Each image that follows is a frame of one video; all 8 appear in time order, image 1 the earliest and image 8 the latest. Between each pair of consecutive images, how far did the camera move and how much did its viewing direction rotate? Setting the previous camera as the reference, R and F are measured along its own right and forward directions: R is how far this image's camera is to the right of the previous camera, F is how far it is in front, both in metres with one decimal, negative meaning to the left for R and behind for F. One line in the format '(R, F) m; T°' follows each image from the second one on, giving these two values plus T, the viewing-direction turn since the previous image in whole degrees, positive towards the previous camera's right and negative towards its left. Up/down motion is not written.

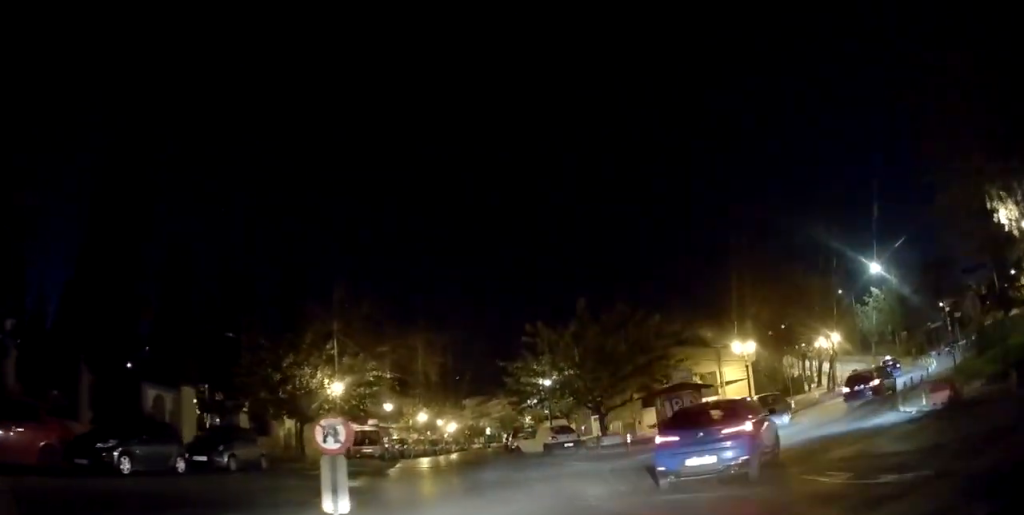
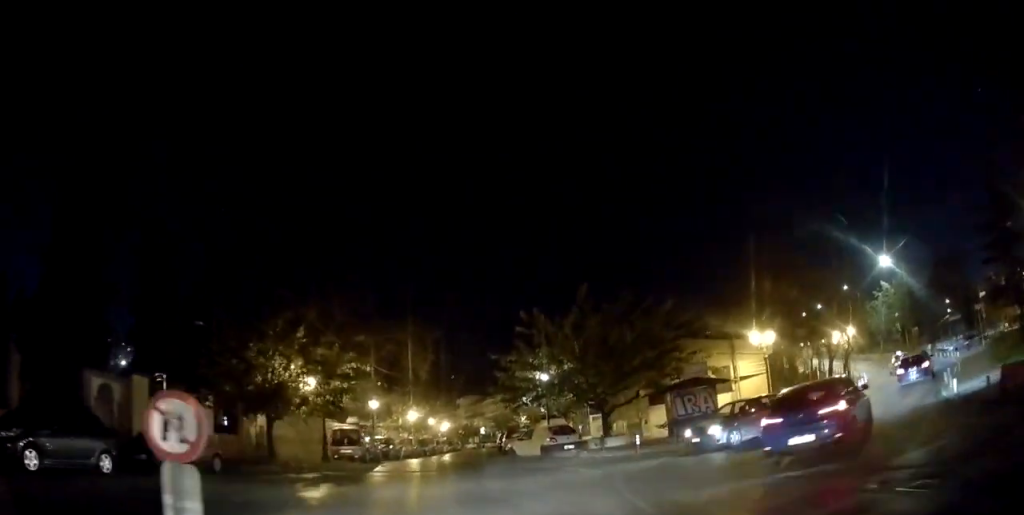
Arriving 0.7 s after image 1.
(+0.2, +3.0) m; -8°
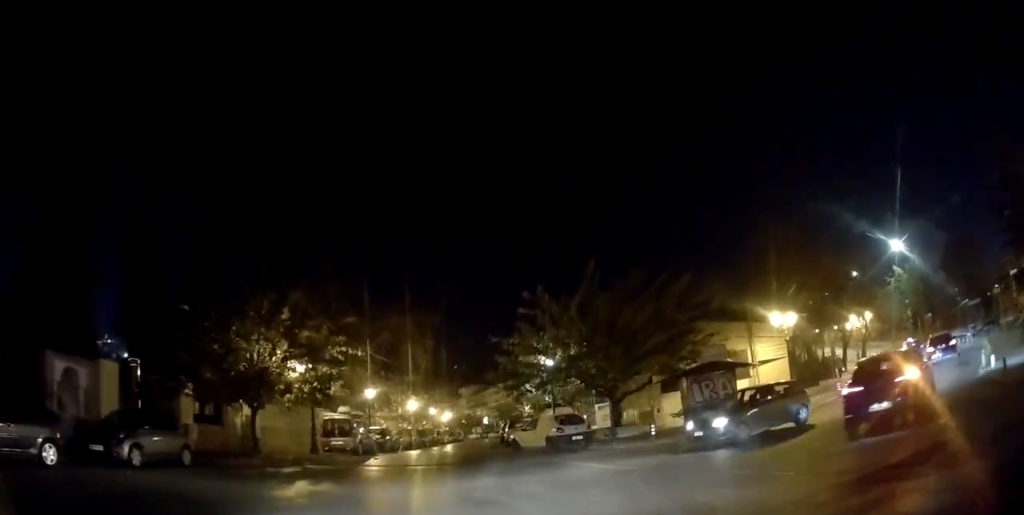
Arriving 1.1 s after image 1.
(+0.2, +1.8) m; -4°
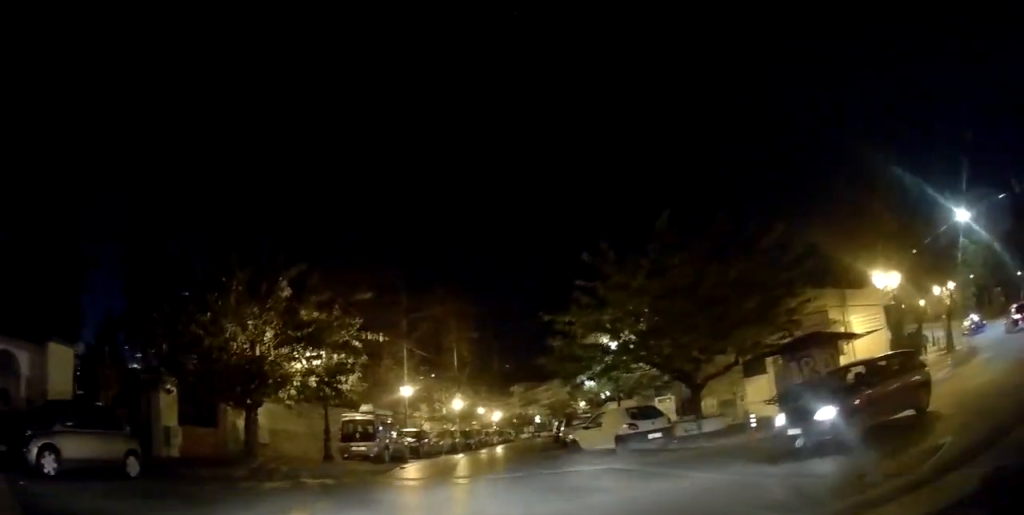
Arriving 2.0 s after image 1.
(-1.0, +4.3) m; -3°
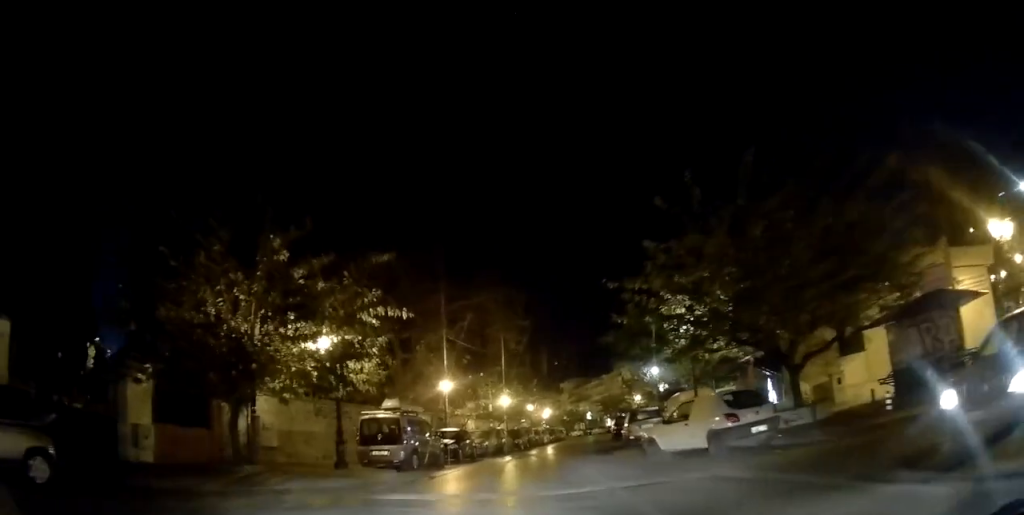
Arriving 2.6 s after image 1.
(+0.5, +3.7) m; +4°
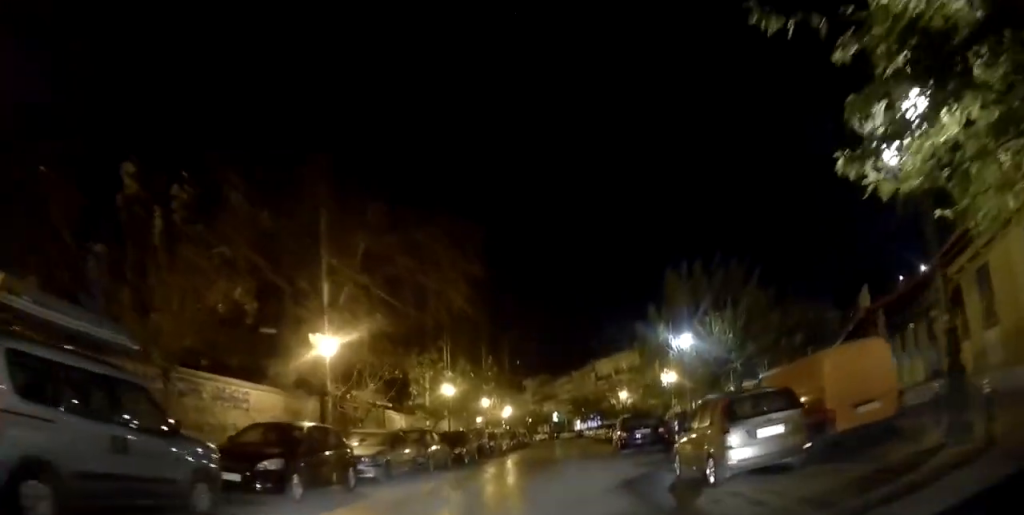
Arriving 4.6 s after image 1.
(+1.4, +13.2) m; +9°
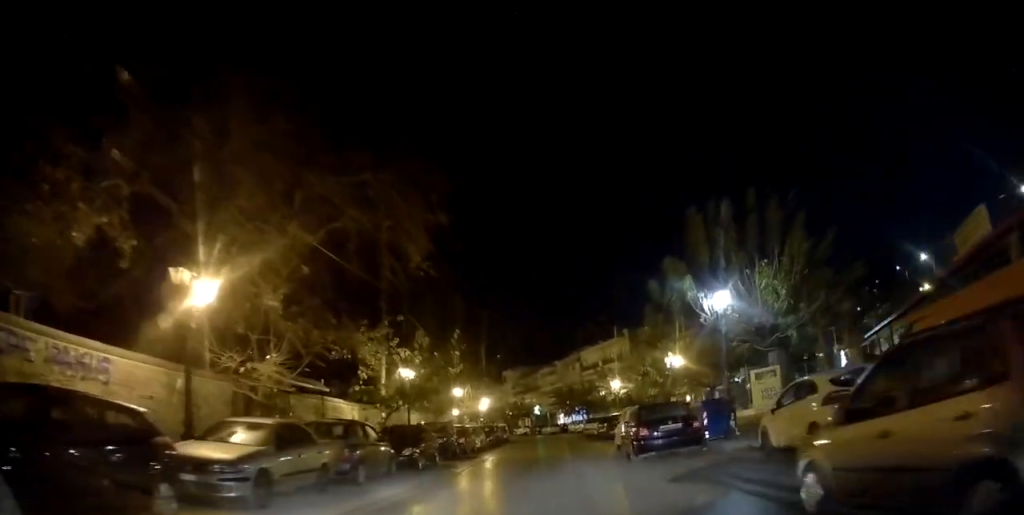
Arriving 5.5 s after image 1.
(+0.1, +6.7) m; 0°
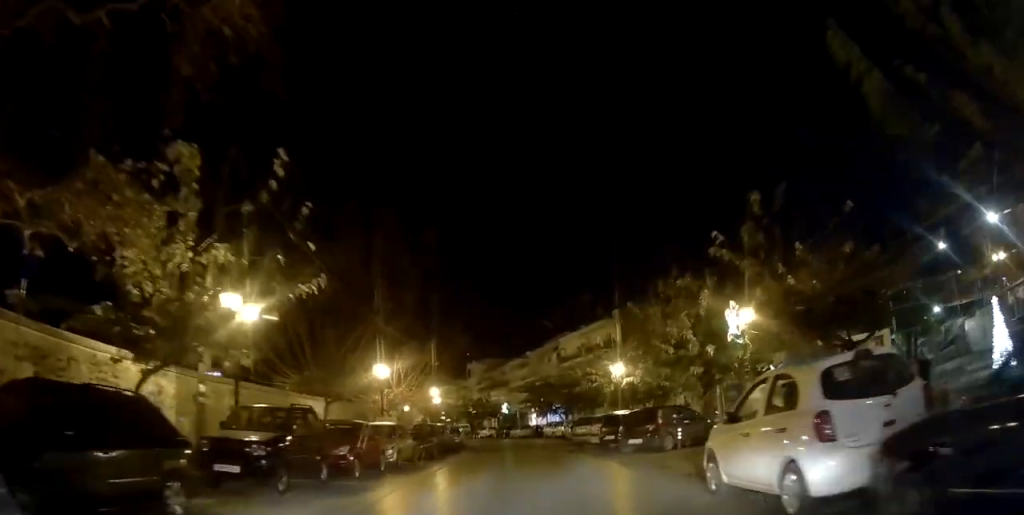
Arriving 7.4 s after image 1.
(+0.5, +14.2) m; +6°
